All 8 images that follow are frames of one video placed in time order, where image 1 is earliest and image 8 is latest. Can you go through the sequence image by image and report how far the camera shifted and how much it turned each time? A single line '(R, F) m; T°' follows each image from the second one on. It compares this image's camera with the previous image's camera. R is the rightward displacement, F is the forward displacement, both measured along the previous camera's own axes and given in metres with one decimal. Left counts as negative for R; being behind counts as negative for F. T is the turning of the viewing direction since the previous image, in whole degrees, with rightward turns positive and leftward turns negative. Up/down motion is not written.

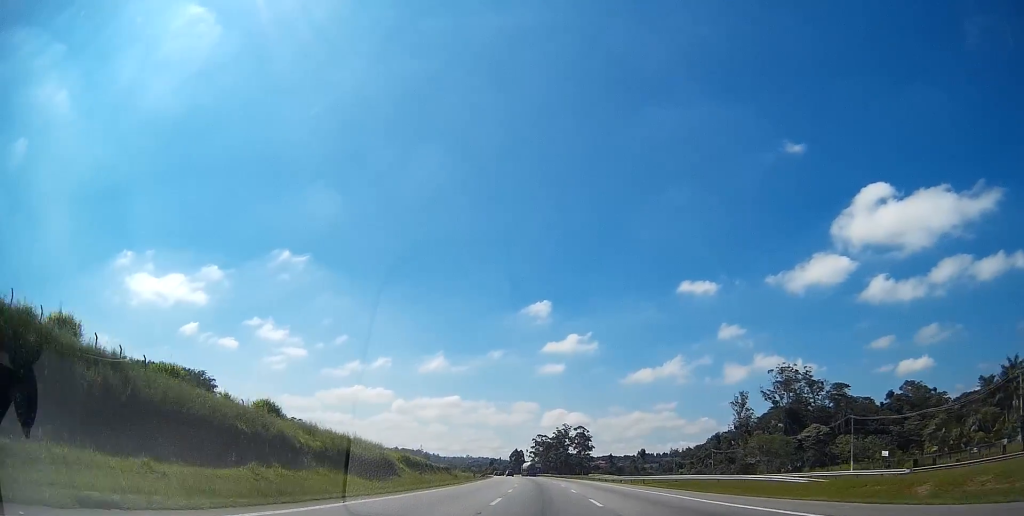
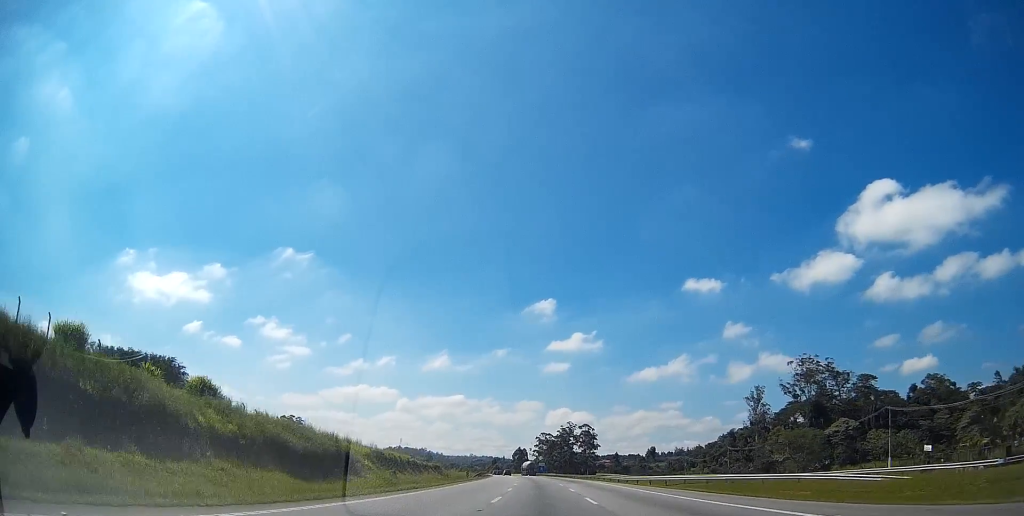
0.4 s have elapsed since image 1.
(0.0, +10.9) m; 0°
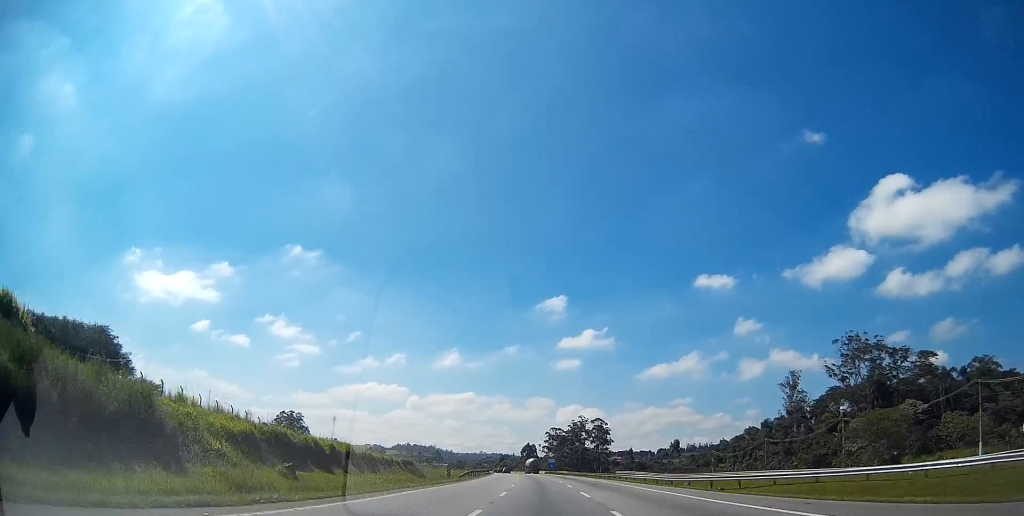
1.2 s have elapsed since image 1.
(-0.1, +20.2) m; -1°
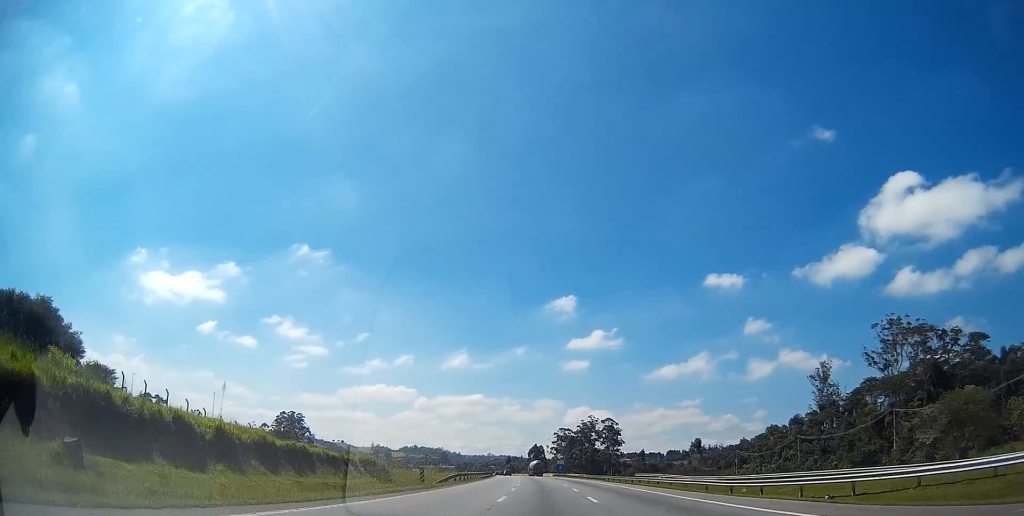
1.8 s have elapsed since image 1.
(-0.2, +14.5) m; 0°
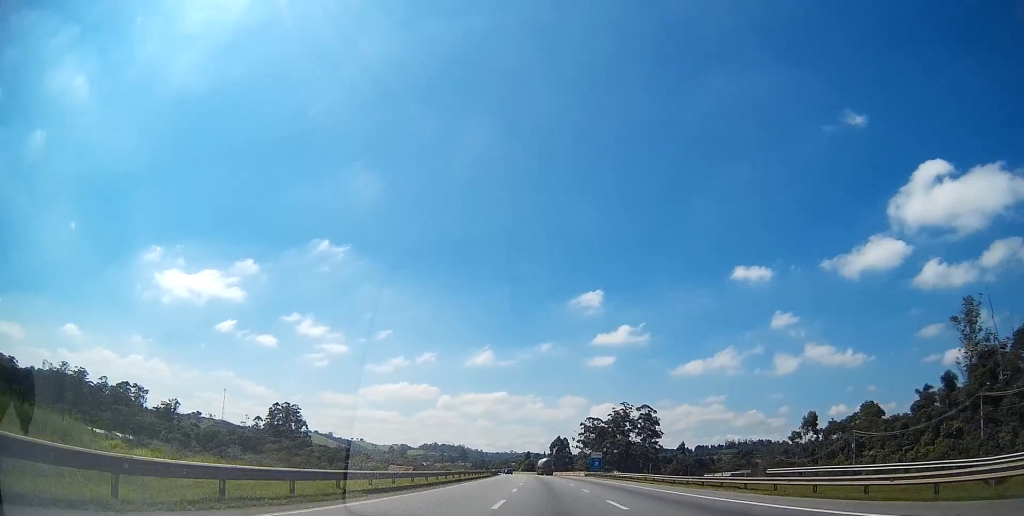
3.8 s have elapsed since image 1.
(-0.7, +52.4) m; -2°
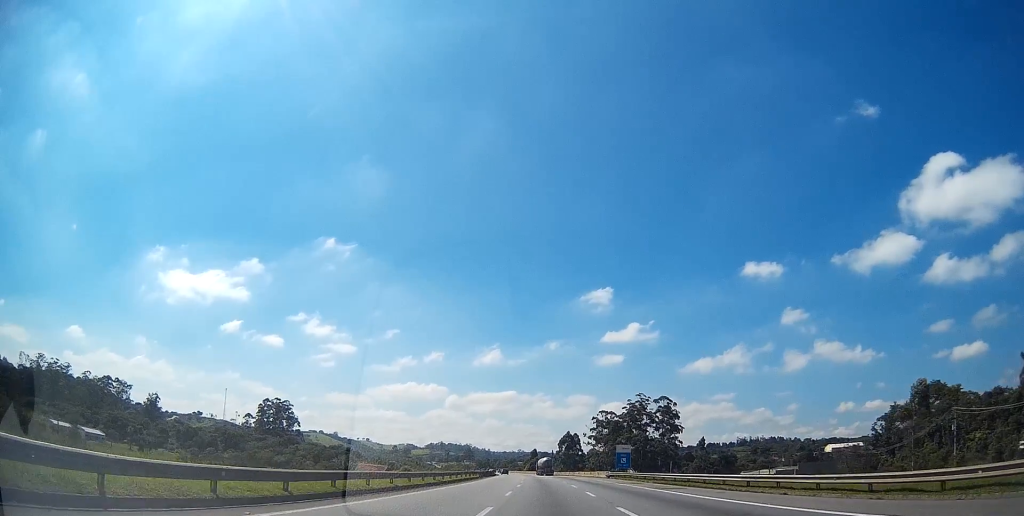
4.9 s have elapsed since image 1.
(-0.4, +28.6) m; -1°
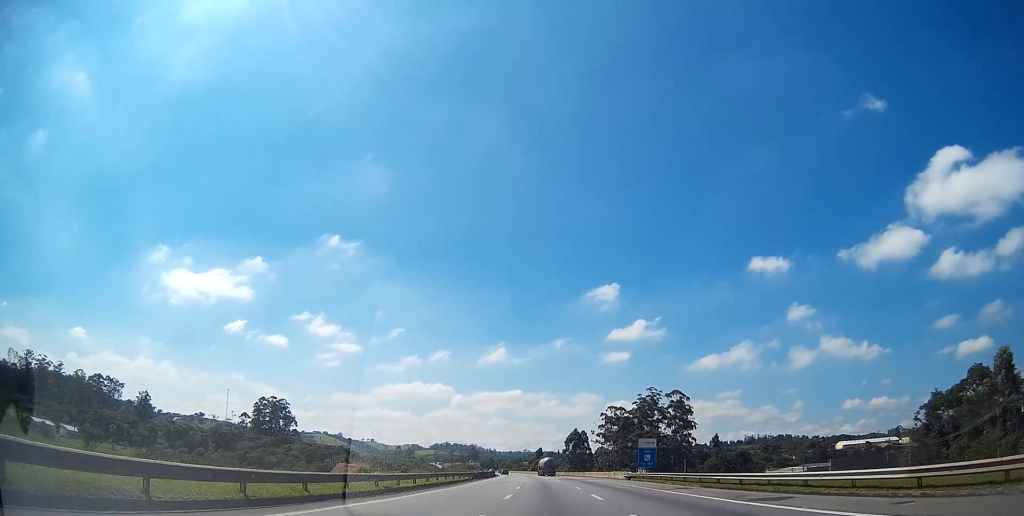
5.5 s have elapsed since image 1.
(-0.1, +14.8) m; 0°
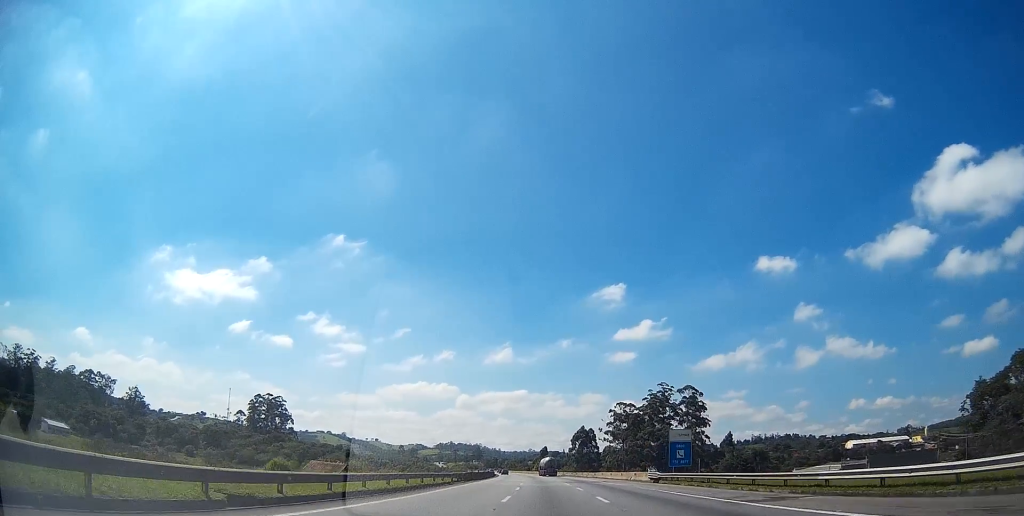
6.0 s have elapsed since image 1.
(0.0, +13.9) m; 0°
